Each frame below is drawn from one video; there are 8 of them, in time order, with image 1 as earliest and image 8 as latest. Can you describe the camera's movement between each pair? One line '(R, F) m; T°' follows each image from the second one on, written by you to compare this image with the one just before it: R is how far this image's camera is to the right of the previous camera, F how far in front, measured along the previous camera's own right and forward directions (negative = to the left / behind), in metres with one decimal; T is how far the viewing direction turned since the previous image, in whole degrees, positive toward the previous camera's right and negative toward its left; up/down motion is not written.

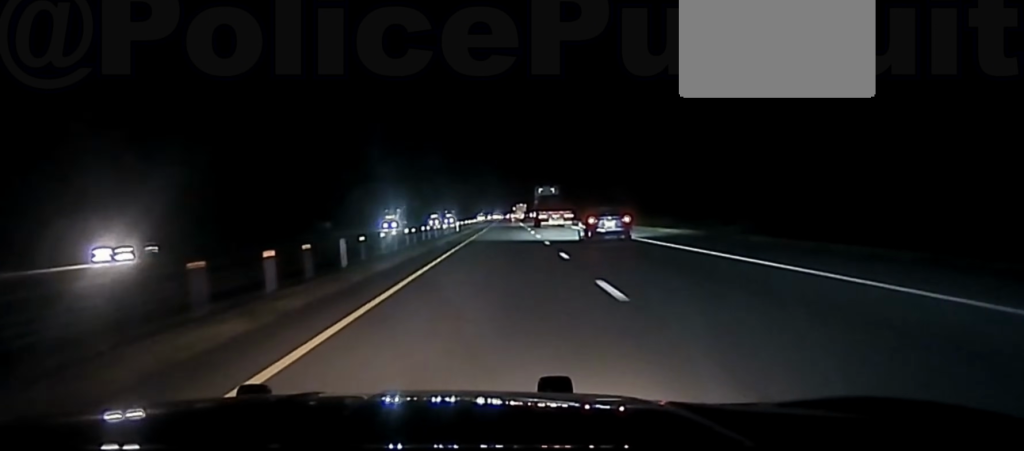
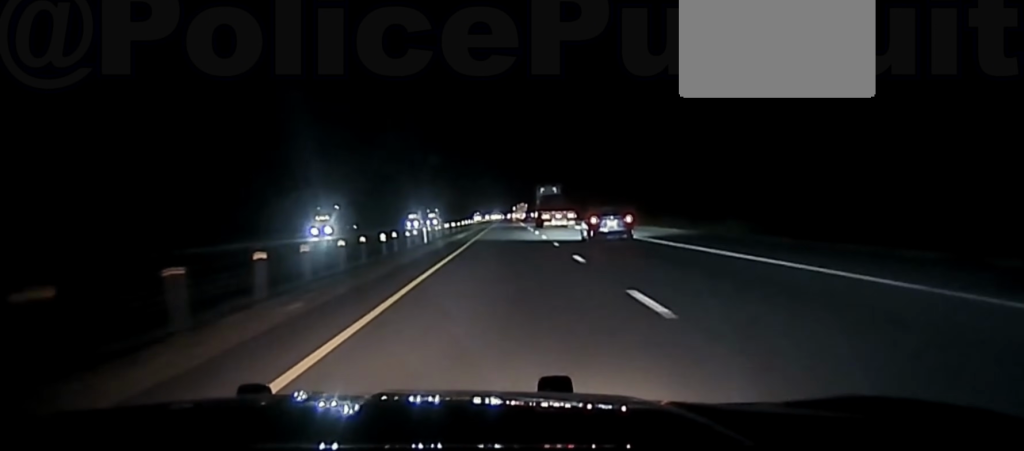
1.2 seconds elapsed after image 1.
(+0.2, +39.6) m; 0°
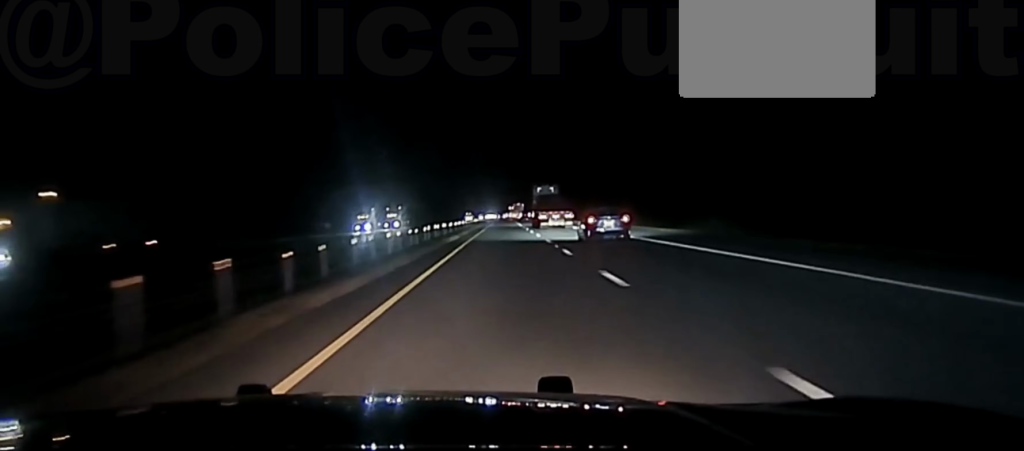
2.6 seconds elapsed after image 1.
(0.0, +42.3) m; 0°
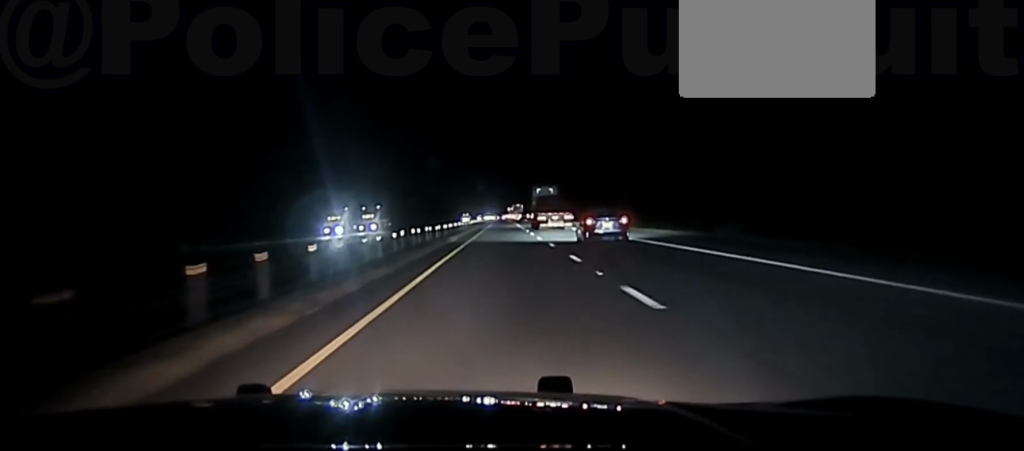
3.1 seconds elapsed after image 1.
(0.0, +15.0) m; 0°
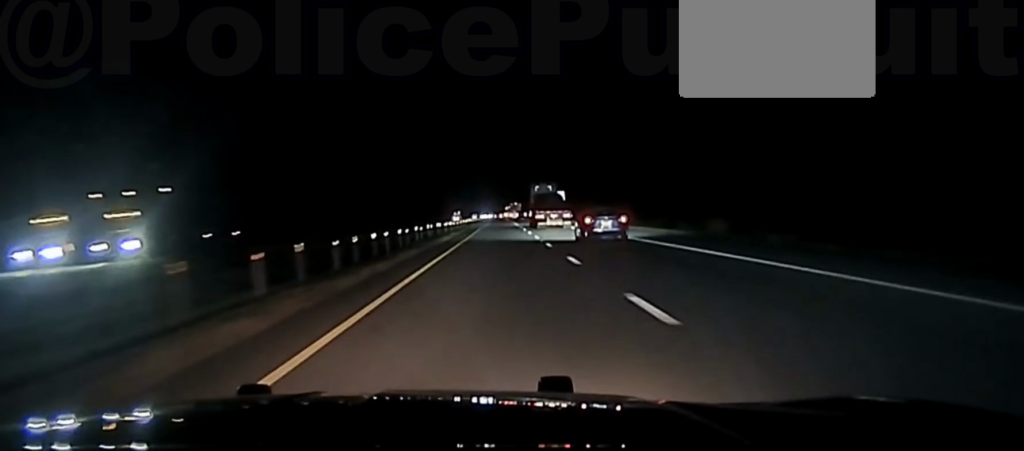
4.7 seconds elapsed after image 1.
(0.0, +47.5) m; 0°
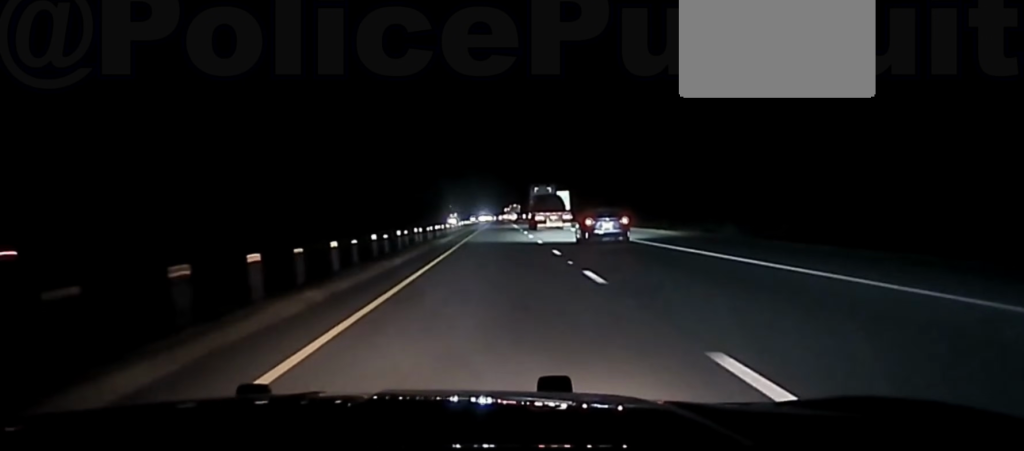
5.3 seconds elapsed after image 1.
(0.0, +15.5) m; 0°
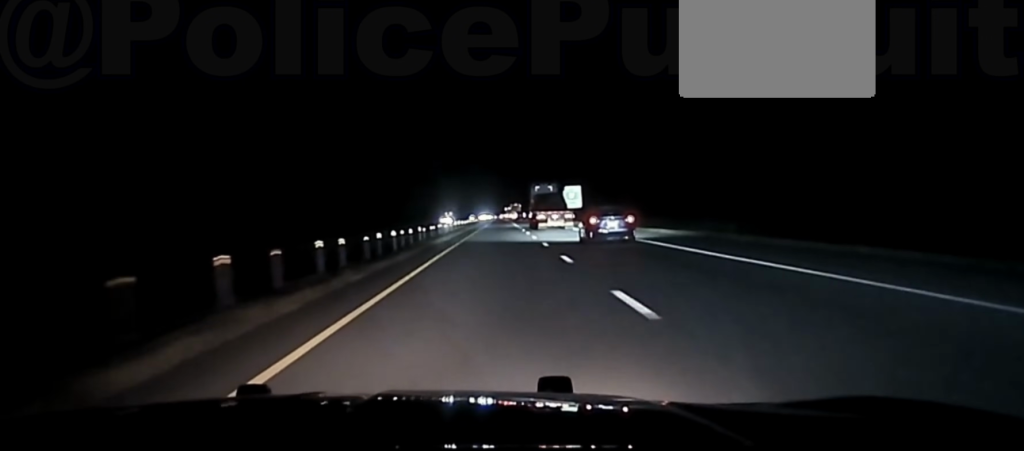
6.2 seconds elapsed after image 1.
(0.0, +31.4) m; 0°
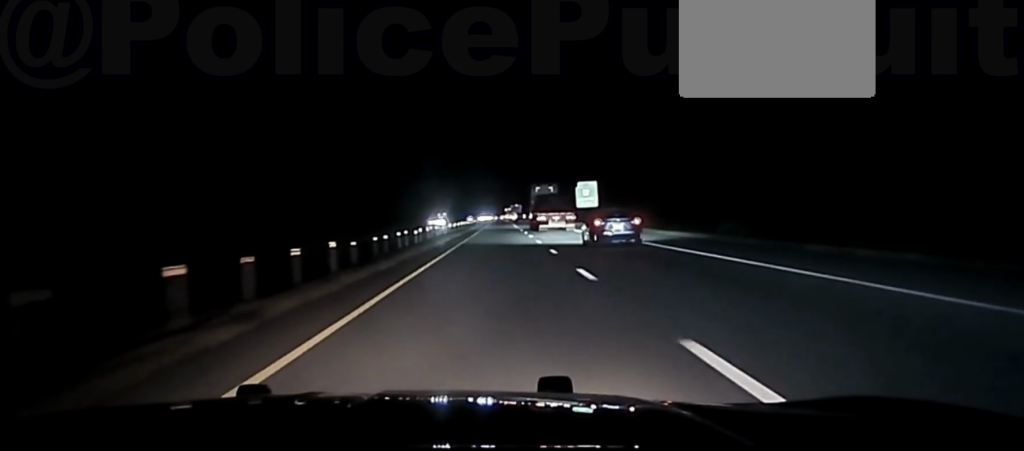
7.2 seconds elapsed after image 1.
(0.0, +33.2) m; 0°
